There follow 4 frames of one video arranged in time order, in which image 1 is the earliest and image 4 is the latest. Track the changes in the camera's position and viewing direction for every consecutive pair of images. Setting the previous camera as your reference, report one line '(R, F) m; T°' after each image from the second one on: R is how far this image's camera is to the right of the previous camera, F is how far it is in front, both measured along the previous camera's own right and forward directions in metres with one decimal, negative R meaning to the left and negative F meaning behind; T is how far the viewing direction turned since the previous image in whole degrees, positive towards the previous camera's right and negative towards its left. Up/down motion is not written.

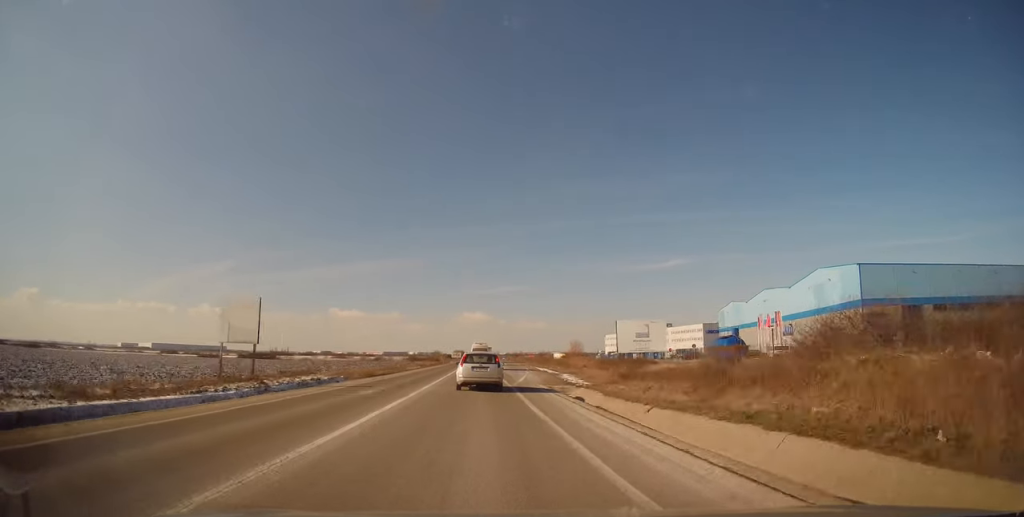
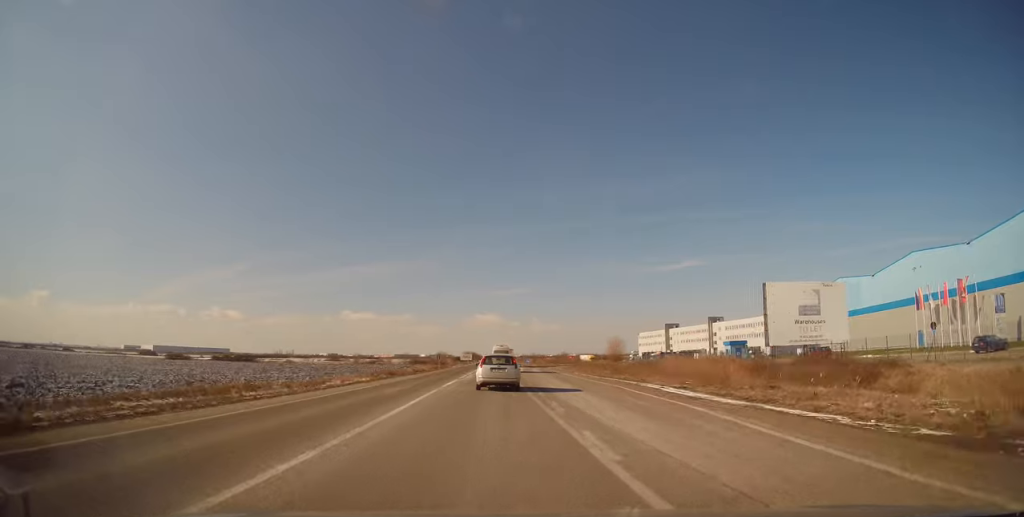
(-1.5, +44.2) m; -2°
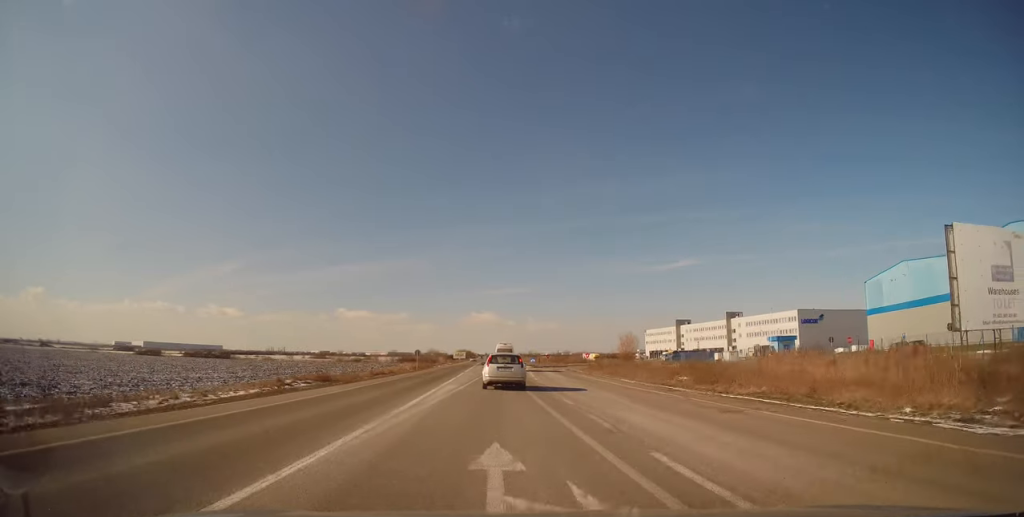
(+0.3, +20.7) m; +1°
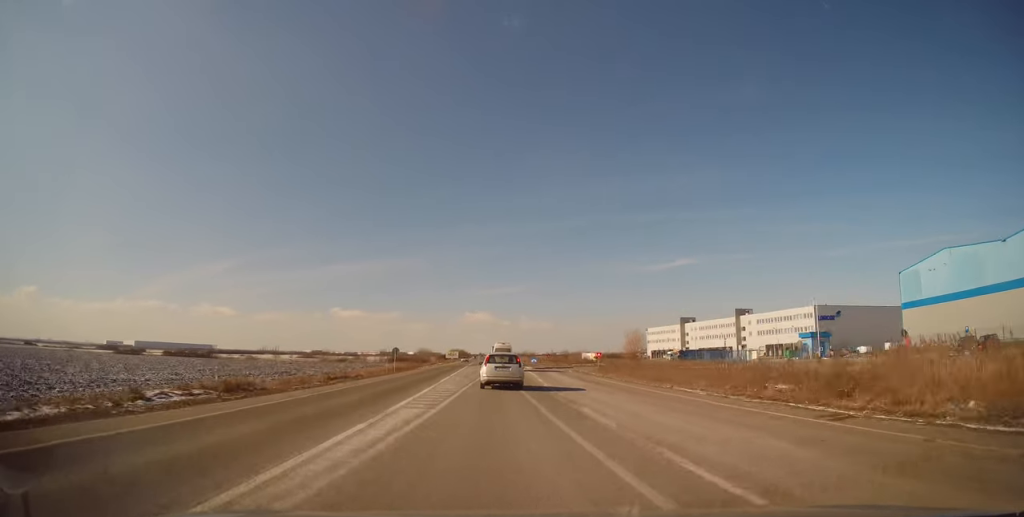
(0.0, +11.9) m; 0°
